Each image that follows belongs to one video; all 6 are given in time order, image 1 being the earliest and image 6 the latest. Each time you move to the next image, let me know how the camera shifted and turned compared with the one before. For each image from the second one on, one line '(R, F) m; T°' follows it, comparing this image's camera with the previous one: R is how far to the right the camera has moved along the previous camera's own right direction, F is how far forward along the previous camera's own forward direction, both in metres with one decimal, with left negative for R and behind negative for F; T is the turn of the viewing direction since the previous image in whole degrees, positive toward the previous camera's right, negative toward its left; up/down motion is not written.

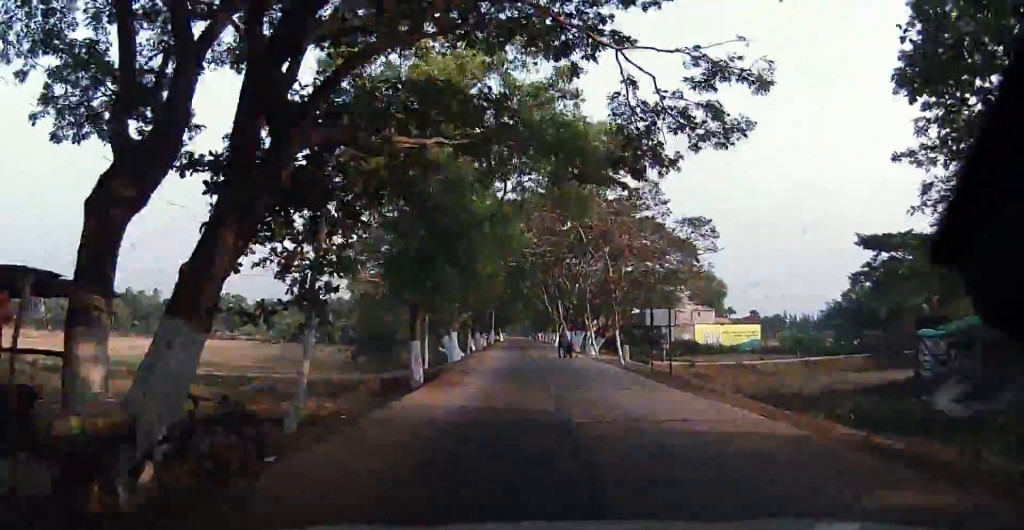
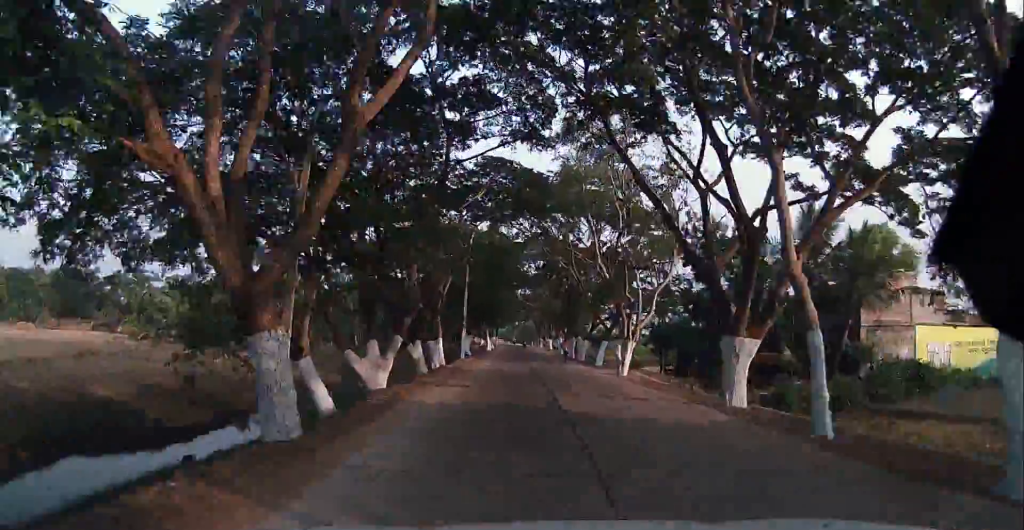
(+0.6, +55.8) m; +1°
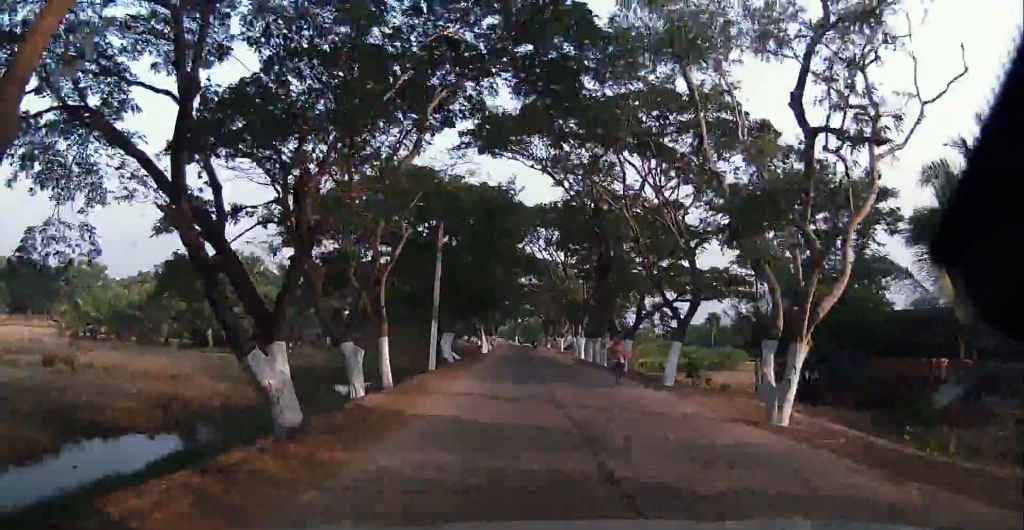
(+0.2, +18.8) m; 0°
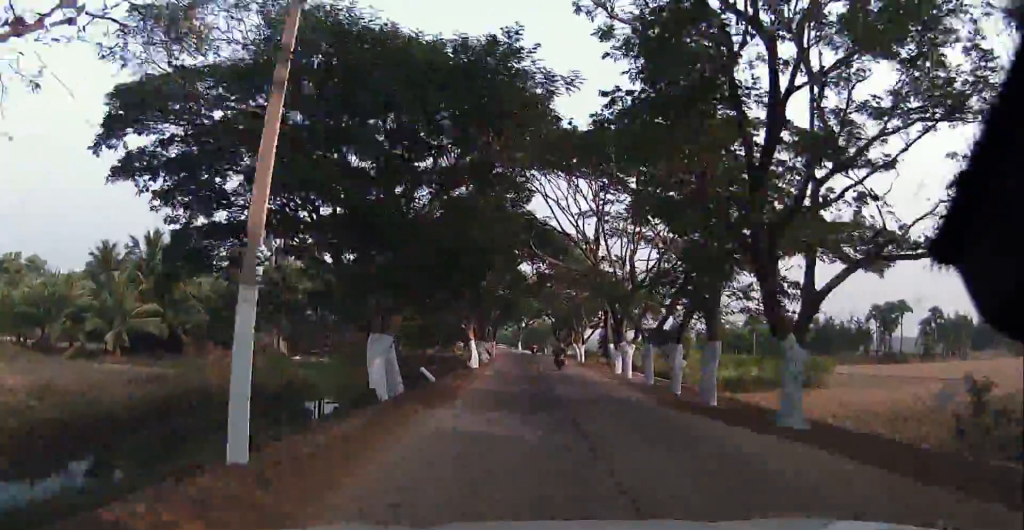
(-0.1, +20.8) m; +1°
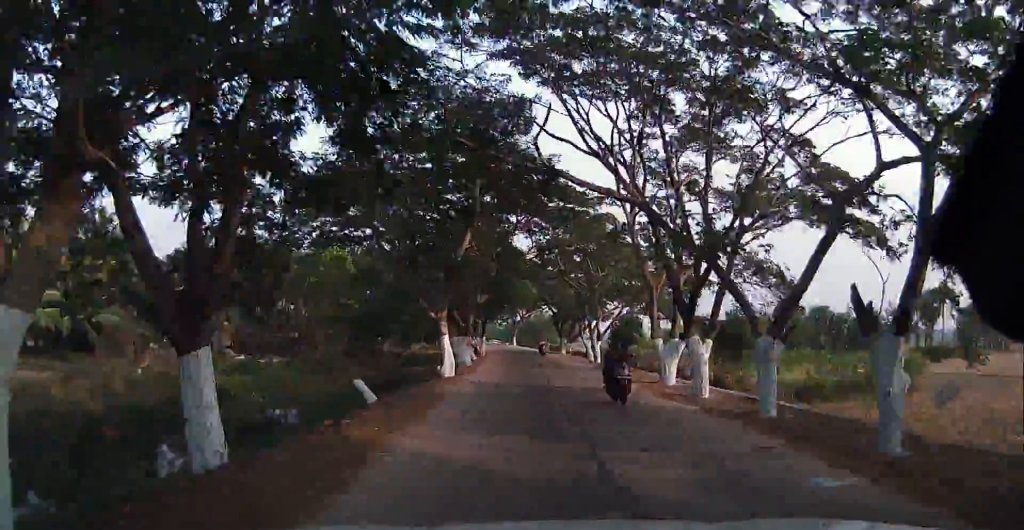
(+0.2, +14.2) m; +1°
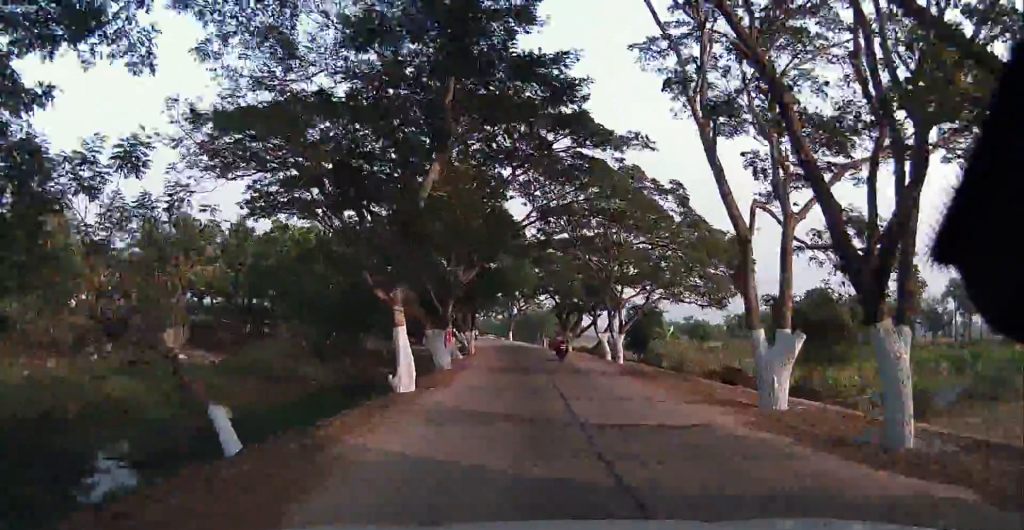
(+0.1, +10.8) m; 0°
